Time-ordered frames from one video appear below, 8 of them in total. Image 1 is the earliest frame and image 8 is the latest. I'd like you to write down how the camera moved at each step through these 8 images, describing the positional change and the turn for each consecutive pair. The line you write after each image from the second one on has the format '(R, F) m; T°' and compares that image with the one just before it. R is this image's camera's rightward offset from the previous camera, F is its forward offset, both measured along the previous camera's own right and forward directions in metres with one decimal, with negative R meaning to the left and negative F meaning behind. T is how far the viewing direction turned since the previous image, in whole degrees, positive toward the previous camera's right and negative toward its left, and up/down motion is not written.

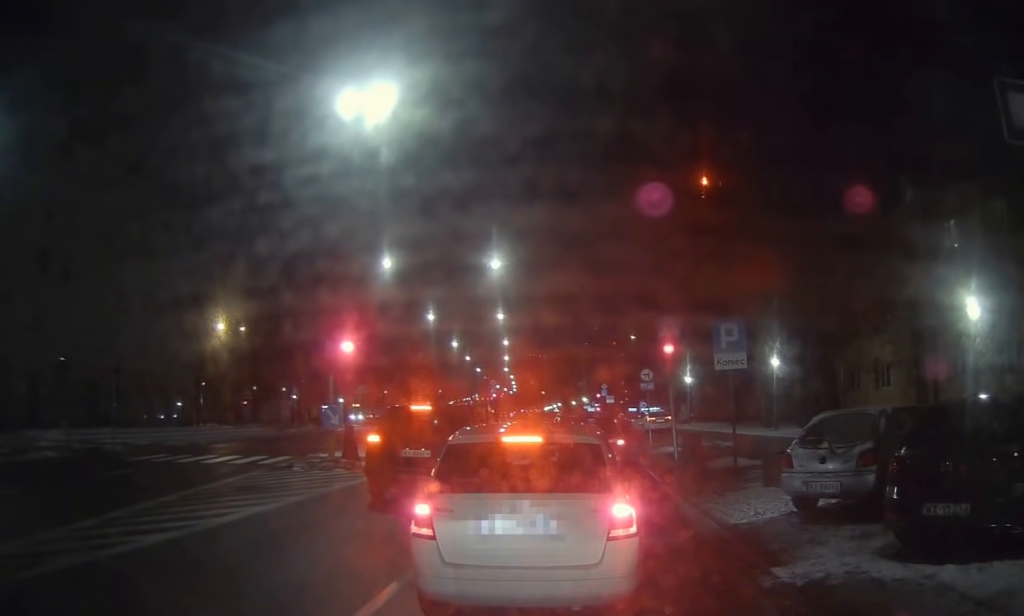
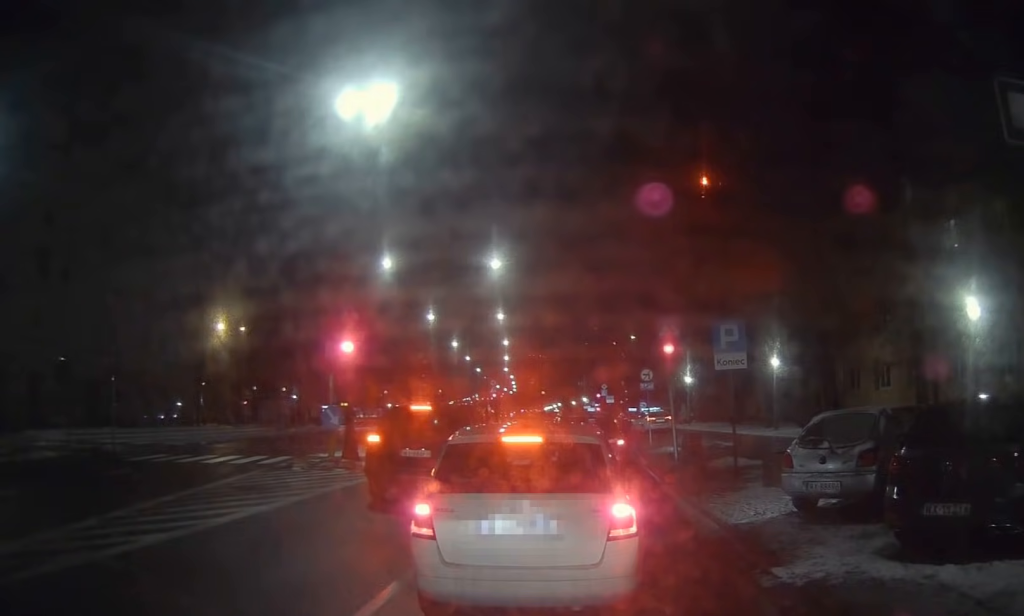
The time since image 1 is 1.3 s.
(0.0, 0.0) m; 0°
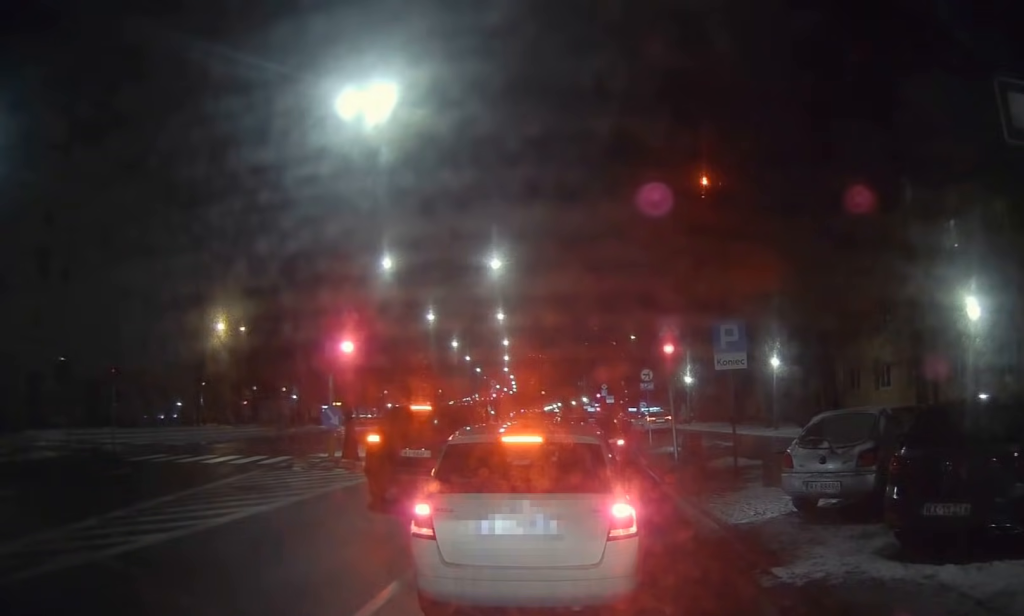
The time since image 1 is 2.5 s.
(0.0, 0.0) m; 0°
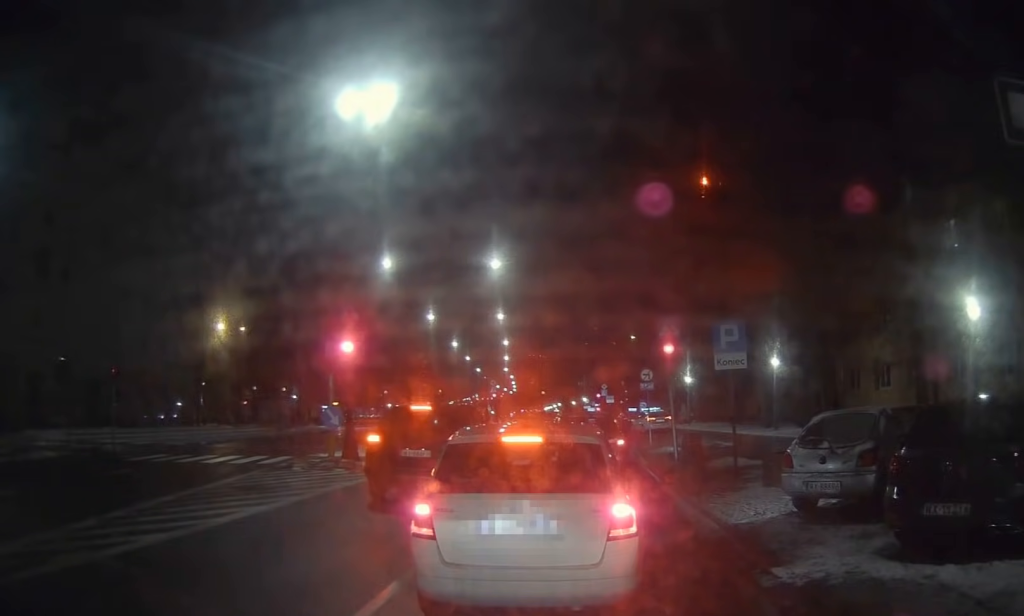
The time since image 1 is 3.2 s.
(0.0, 0.0) m; 0°
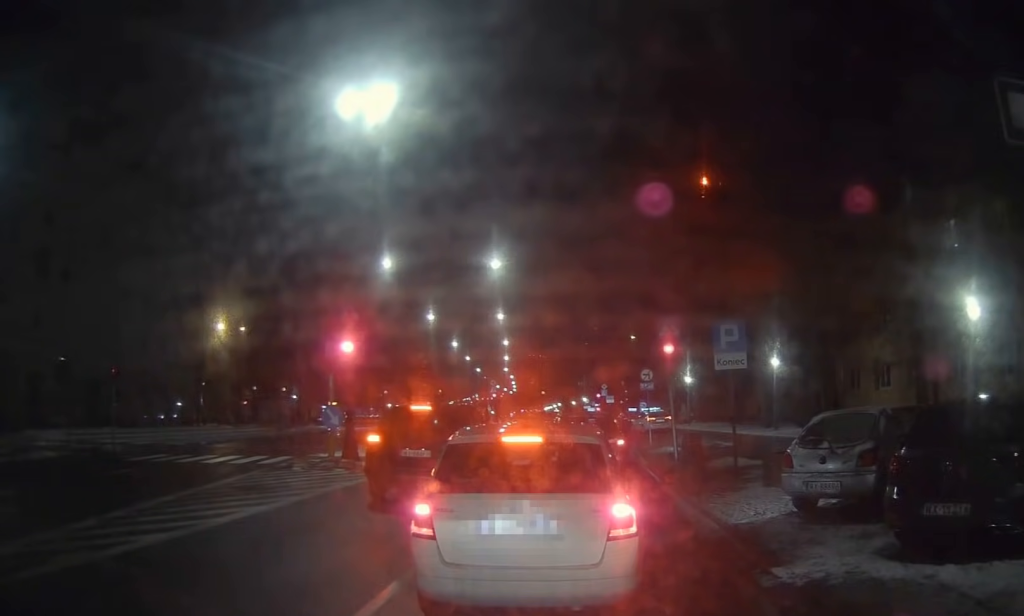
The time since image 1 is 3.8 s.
(0.0, 0.0) m; 0°
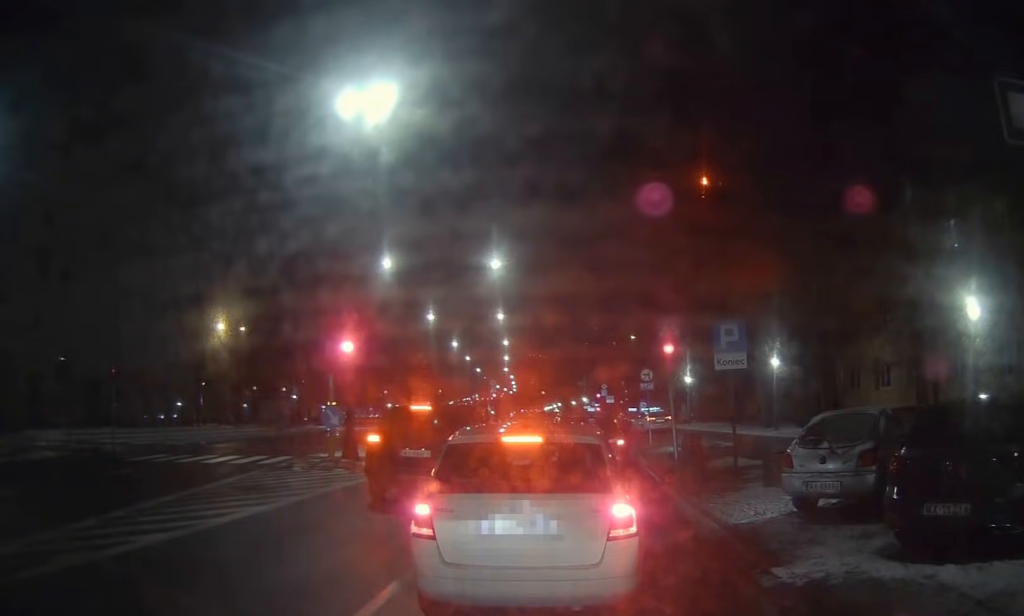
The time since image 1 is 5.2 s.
(0.0, 0.0) m; 0°
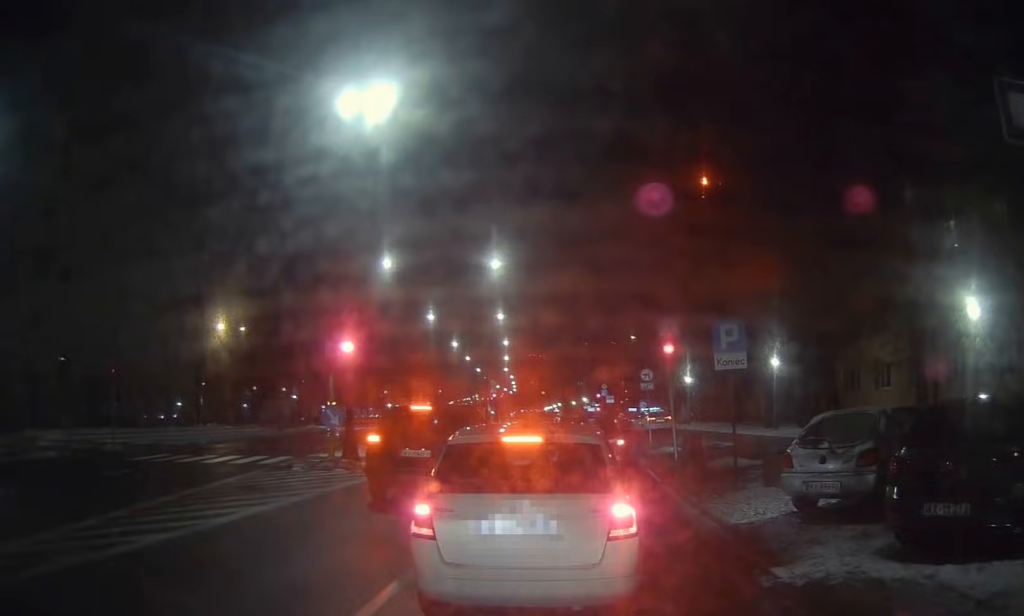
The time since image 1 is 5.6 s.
(0.0, 0.0) m; 0°
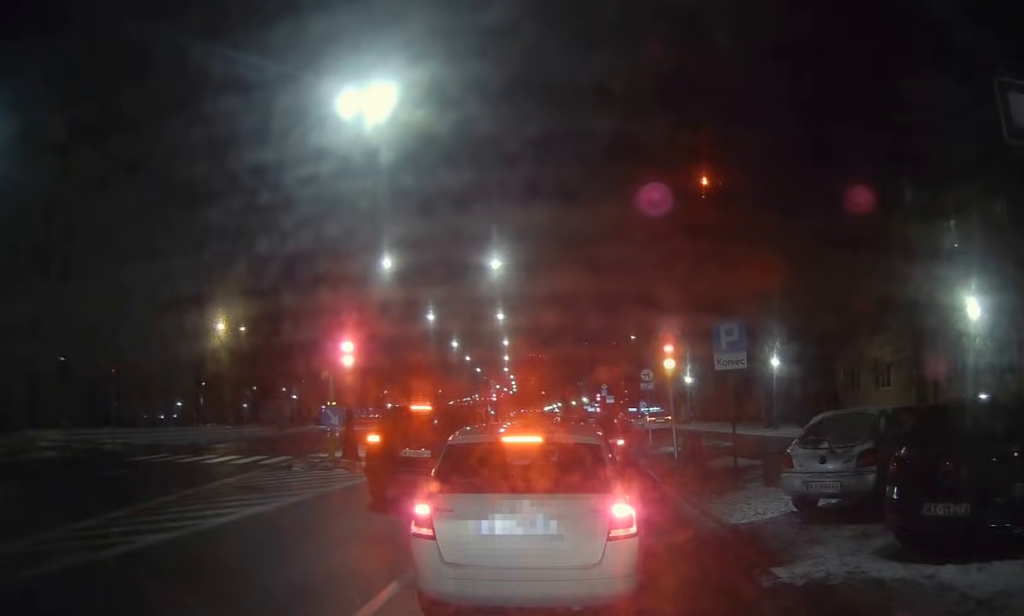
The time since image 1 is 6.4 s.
(0.0, 0.0) m; 0°
